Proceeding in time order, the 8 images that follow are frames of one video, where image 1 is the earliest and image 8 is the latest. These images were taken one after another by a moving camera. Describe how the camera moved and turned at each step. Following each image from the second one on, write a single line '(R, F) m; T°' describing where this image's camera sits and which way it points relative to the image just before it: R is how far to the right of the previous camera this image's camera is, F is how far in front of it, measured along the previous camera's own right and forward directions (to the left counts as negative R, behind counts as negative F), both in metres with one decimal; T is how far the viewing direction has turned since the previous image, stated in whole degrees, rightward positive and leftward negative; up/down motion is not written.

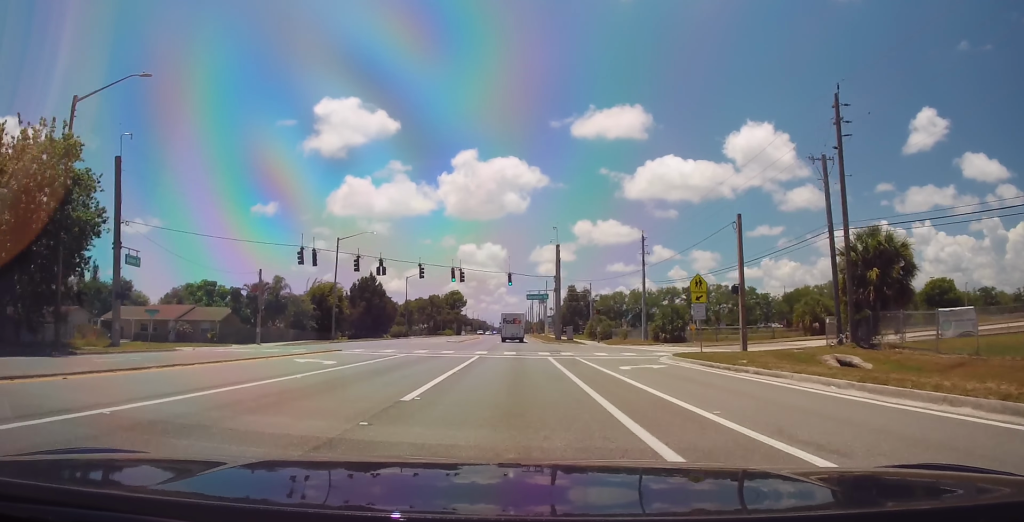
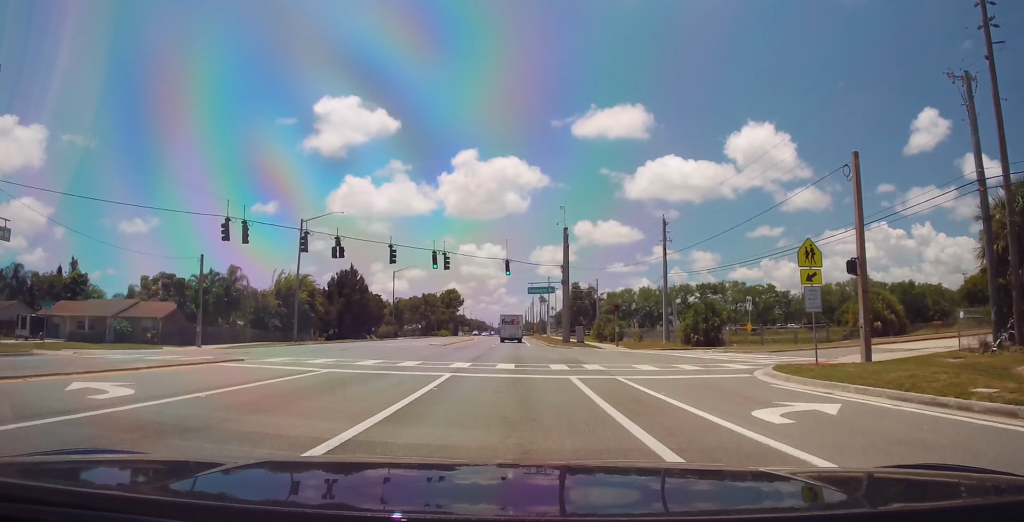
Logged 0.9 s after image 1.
(0.0, +12.3) m; 0°
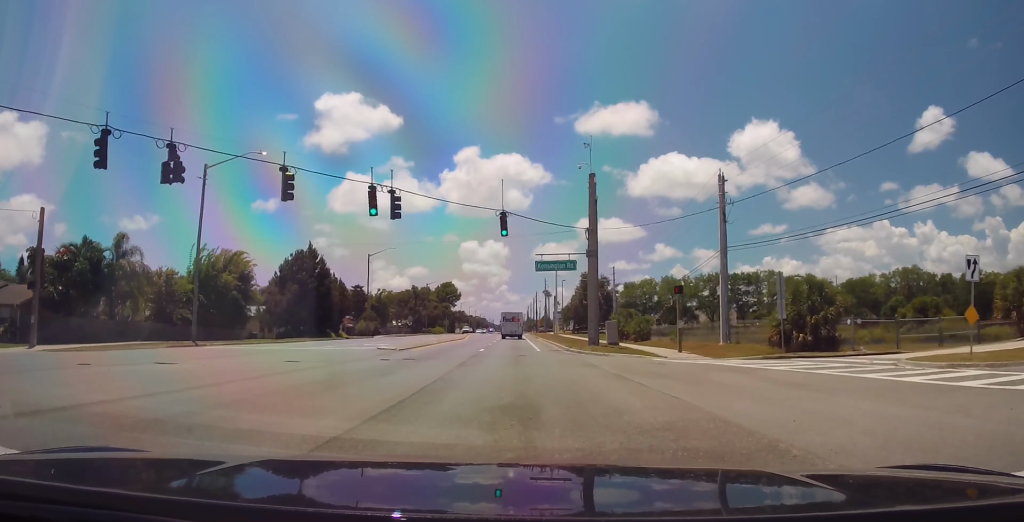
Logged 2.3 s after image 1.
(0.0, +19.8) m; 0°
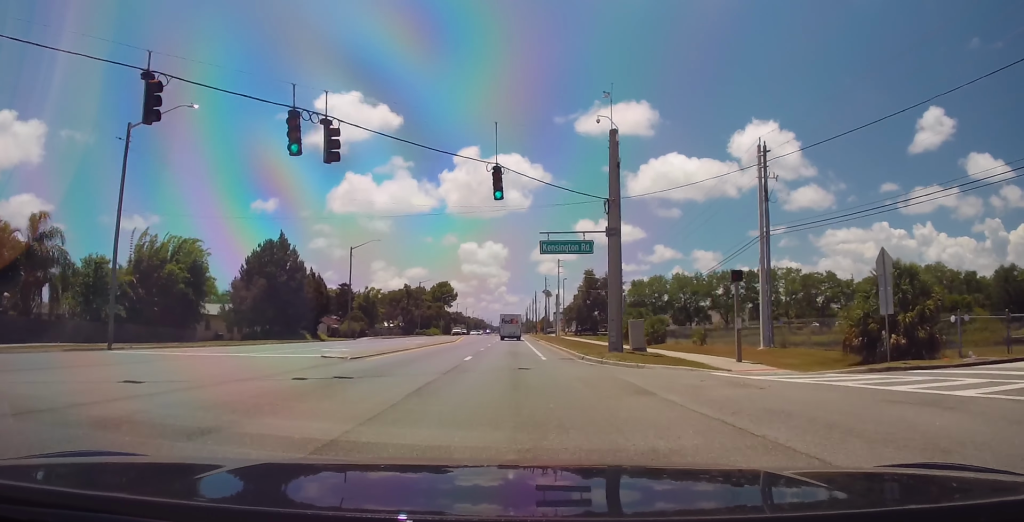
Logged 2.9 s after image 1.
(0.0, +9.0) m; 0°
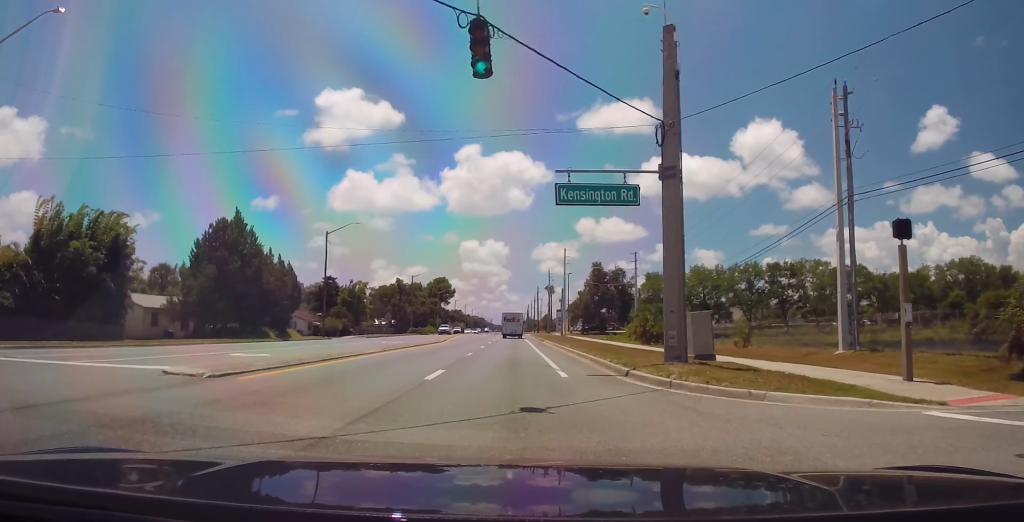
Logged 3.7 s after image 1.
(0.0, +11.0) m; 0°
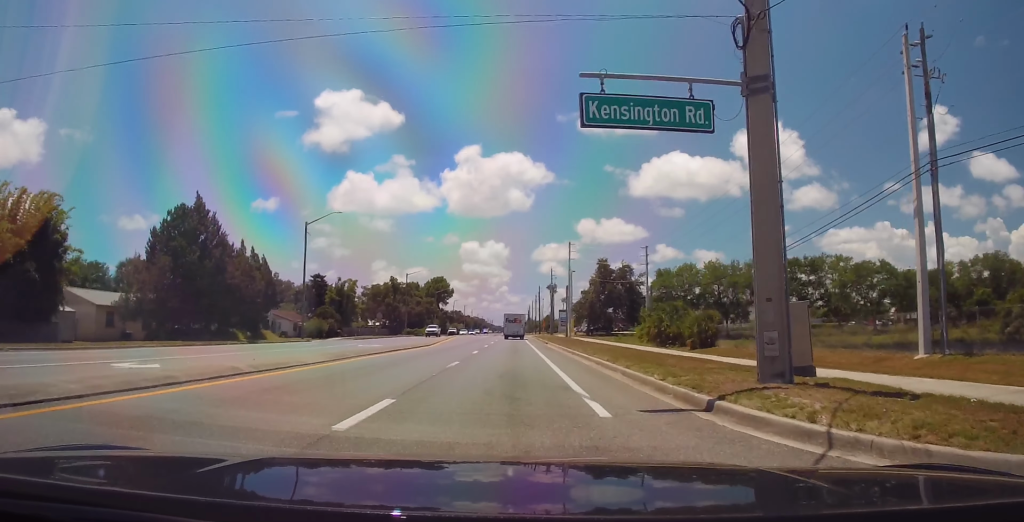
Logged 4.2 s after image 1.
(0.0, +7.7) m; 0°
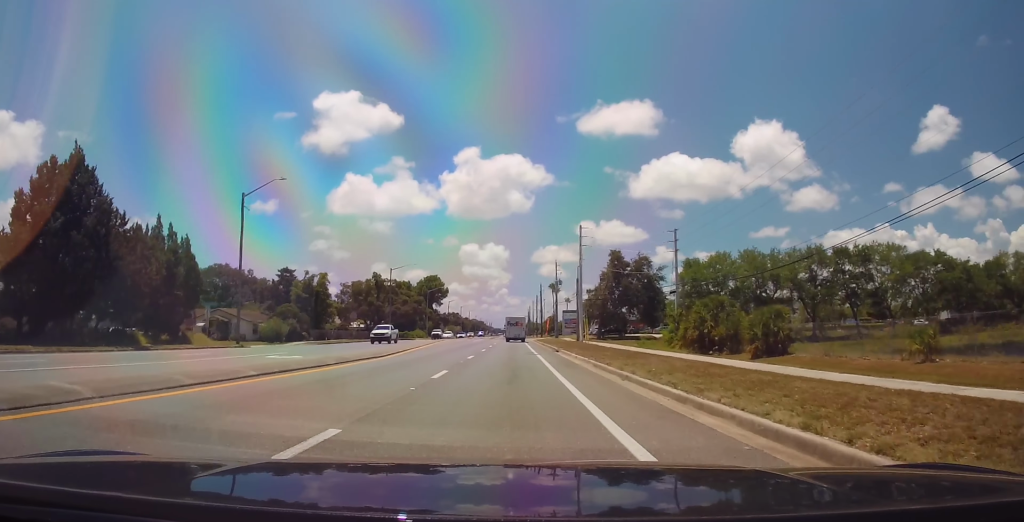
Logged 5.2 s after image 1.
(0.0, +14.9) m; 0°
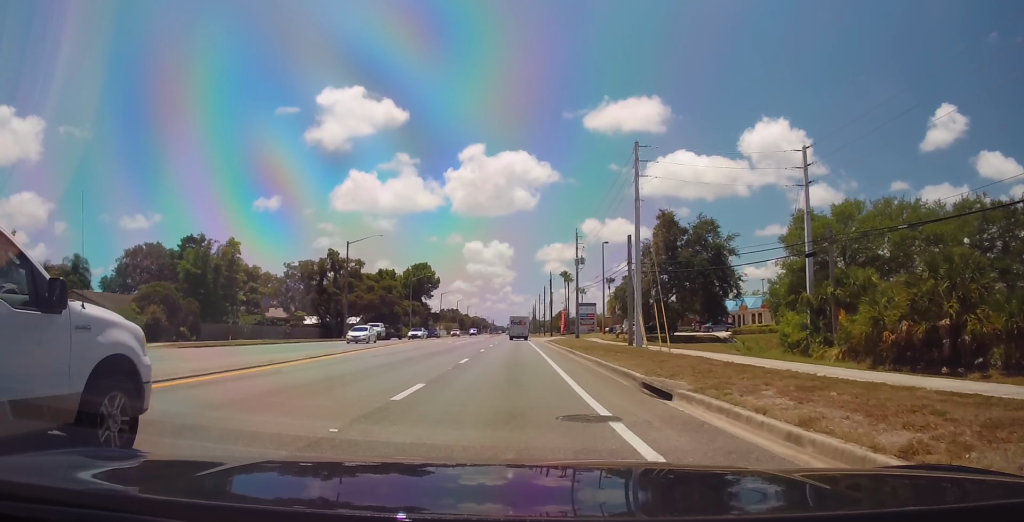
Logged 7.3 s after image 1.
(0.0, +29.4) m; 0°
